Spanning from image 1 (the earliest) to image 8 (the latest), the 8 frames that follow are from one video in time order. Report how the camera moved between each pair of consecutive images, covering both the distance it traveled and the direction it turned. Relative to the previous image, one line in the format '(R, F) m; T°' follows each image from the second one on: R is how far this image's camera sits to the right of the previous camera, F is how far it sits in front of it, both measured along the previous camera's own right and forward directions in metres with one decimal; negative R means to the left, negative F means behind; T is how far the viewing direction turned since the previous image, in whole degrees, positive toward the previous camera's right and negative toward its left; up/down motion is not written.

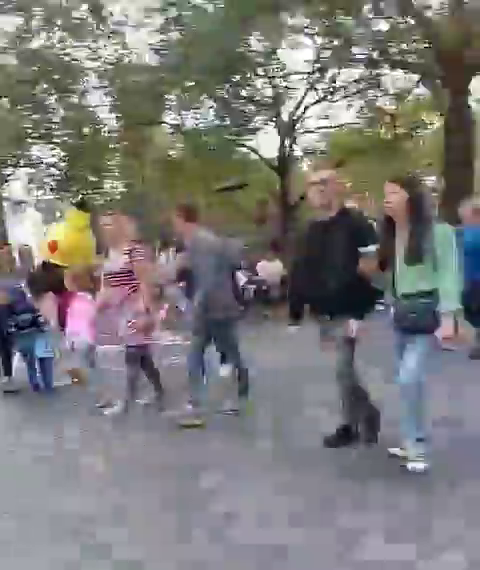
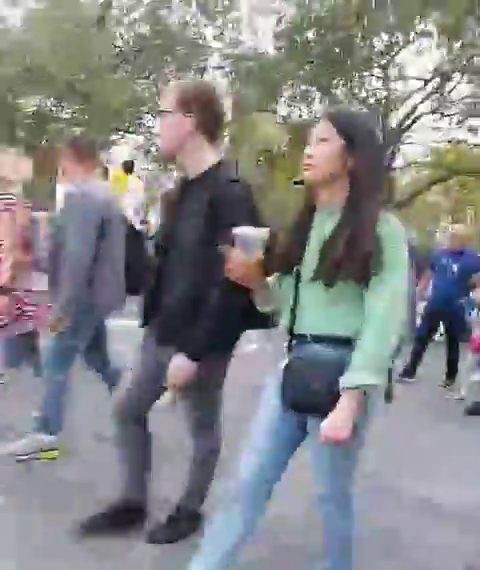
(0.0, +0.9) m; +5°
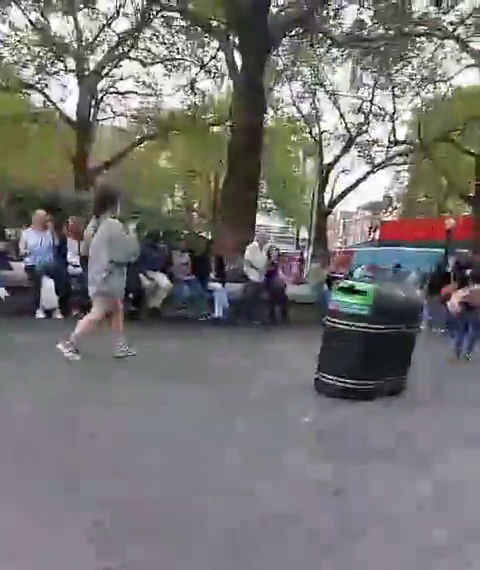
(+0.8, +3.5) m; +25°
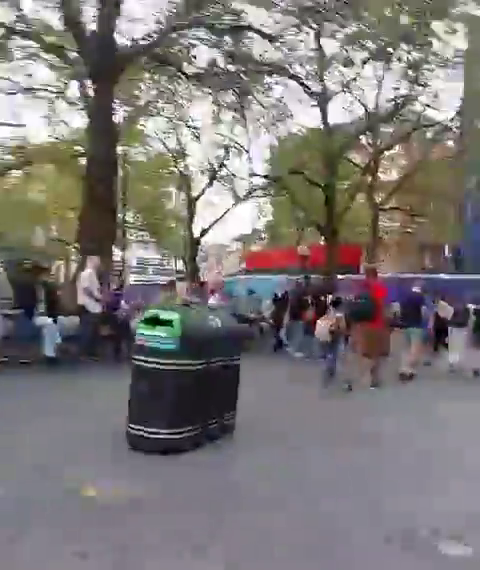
(+0.1, +0.9) m; +4°
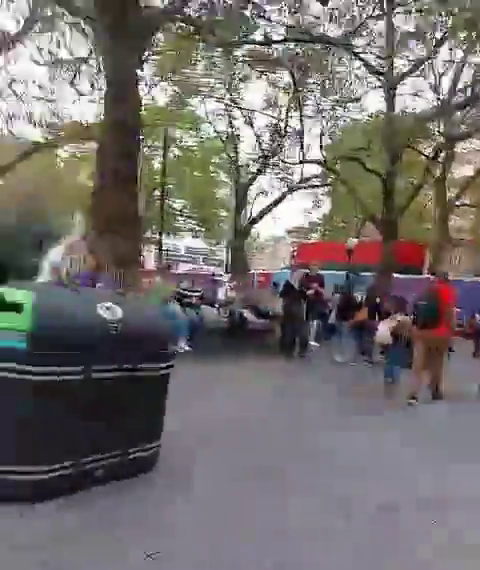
(0.0, +1.5) m; +2°
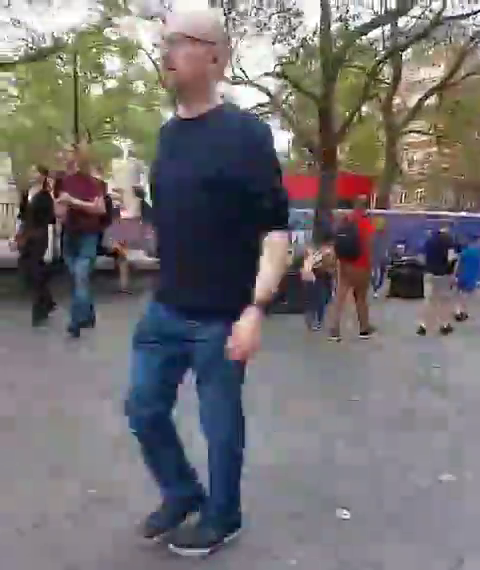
(0.0, +3.5) m; +1°
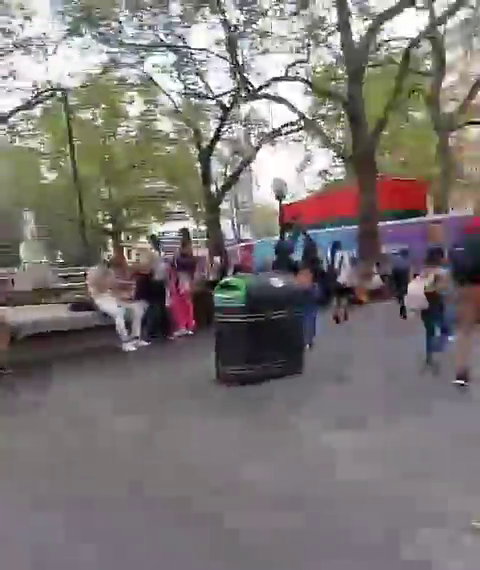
(+0.1, +4.1) m; -5°
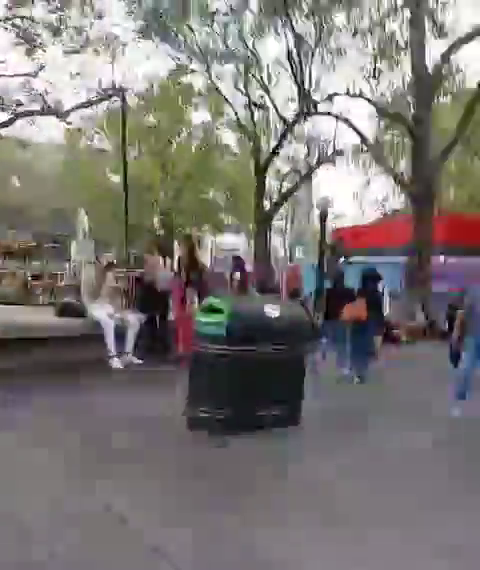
(+0.2, +1.5) m; -9°
